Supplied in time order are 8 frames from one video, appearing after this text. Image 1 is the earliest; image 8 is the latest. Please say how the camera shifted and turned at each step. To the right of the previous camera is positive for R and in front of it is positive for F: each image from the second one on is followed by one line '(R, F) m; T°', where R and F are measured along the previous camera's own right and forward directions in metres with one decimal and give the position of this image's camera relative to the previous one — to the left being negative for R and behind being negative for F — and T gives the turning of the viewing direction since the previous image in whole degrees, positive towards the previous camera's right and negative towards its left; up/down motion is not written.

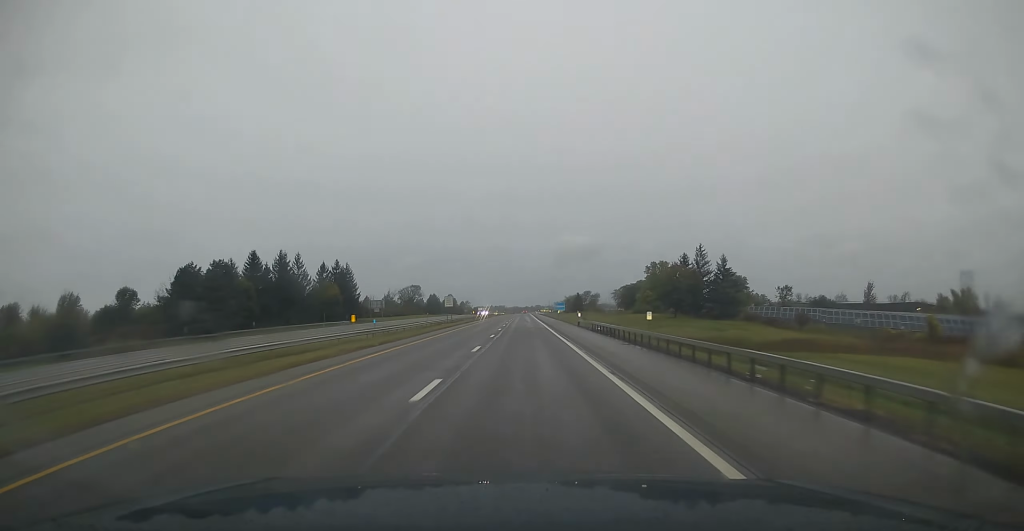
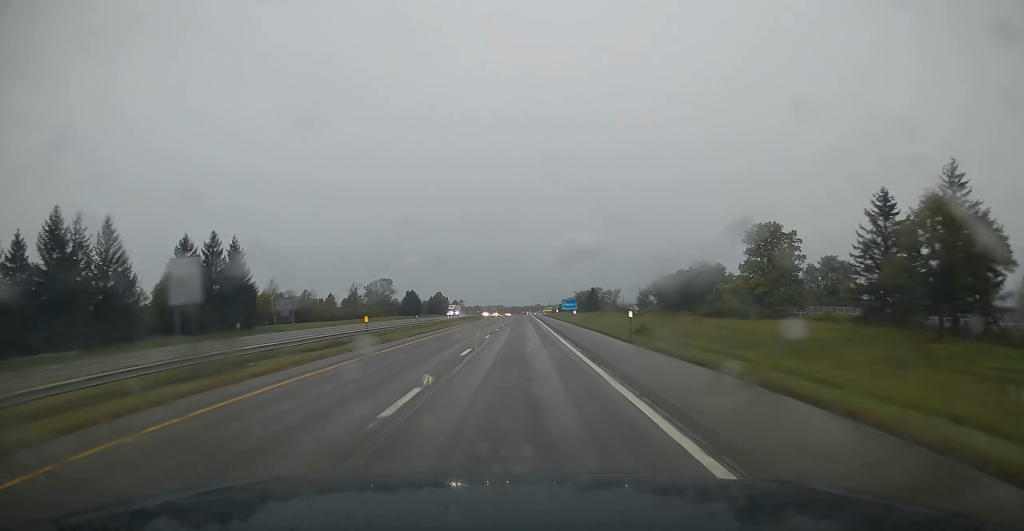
(0.0, +75.4) m; 0°
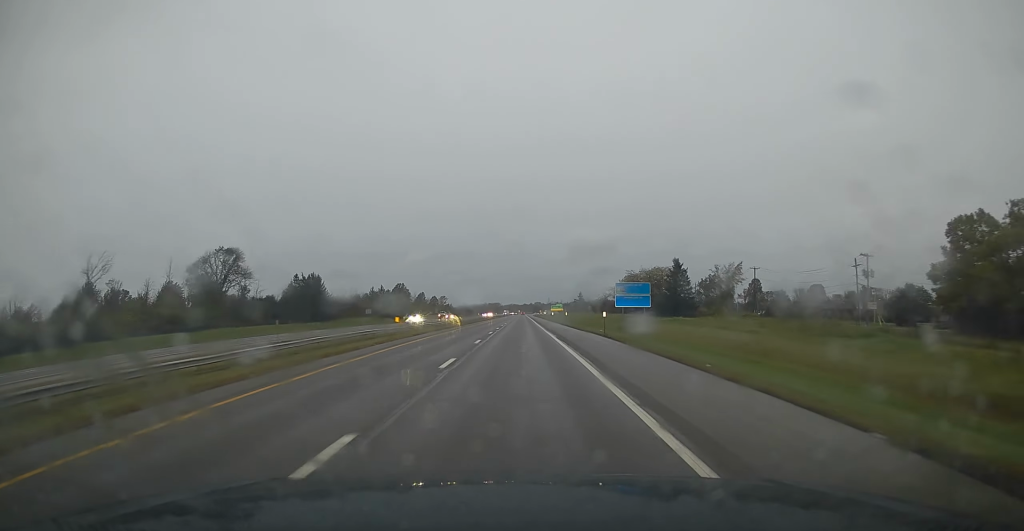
(-0.3, +150.4) m; 0°
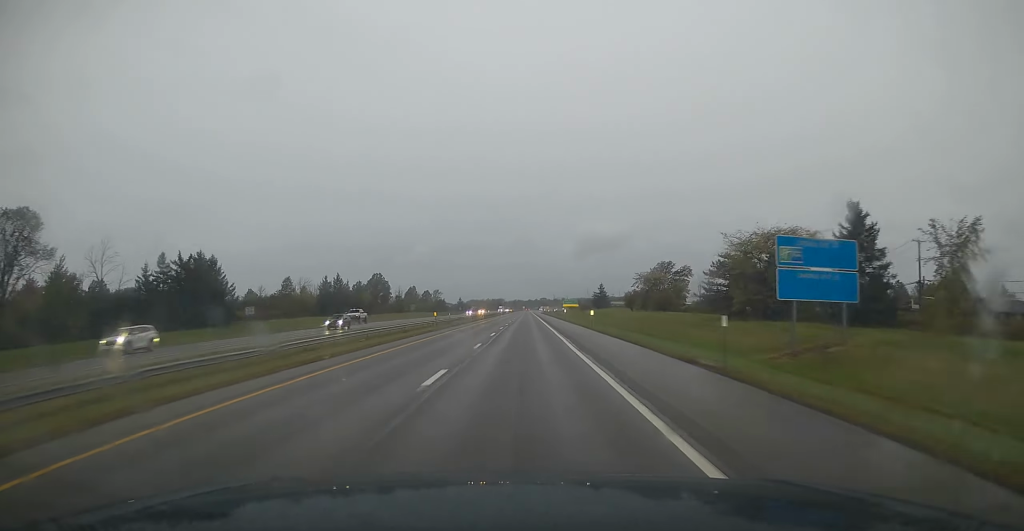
(+0.2, +64.3) m; 0°
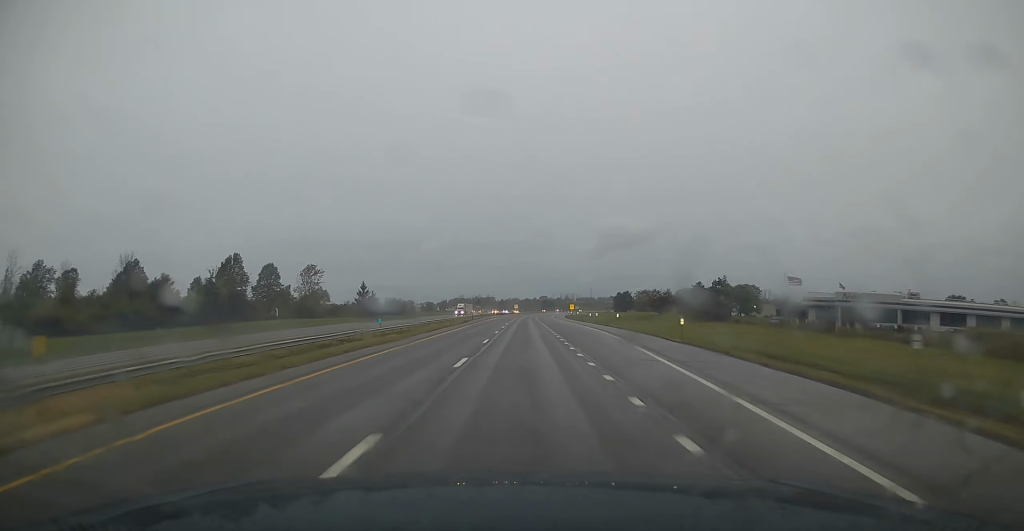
(-0.1, +282.6) m; +1°
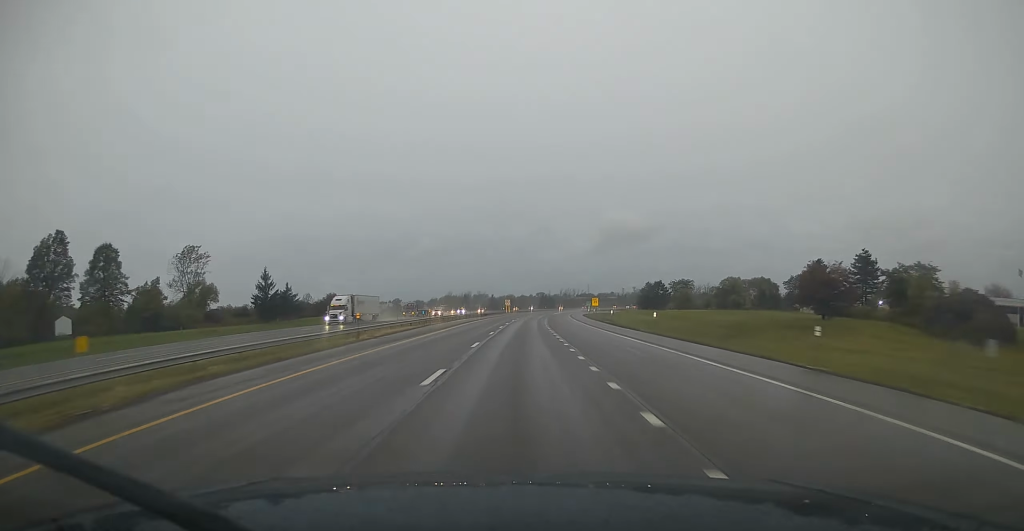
(-0.3, +74.9) m; +1°
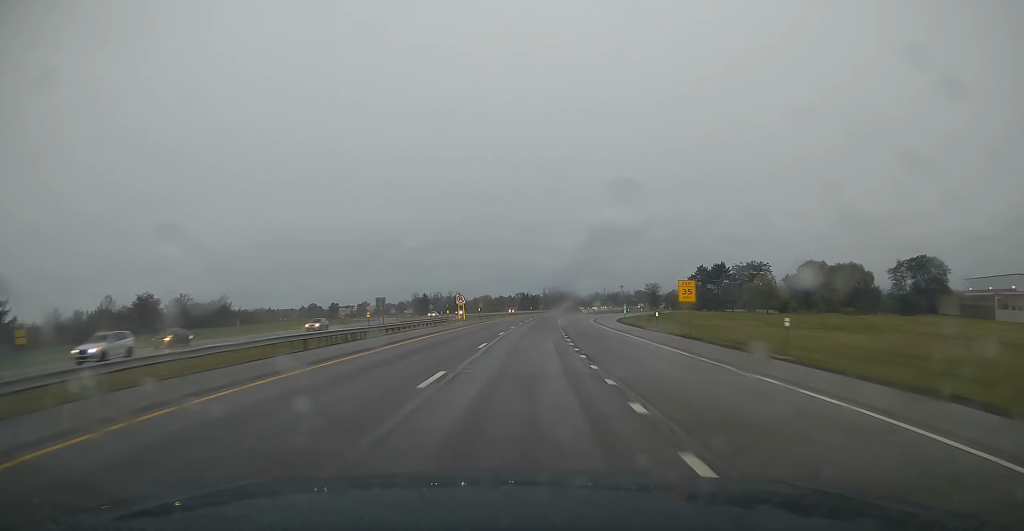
(+1.3, +80.6) m; +2°
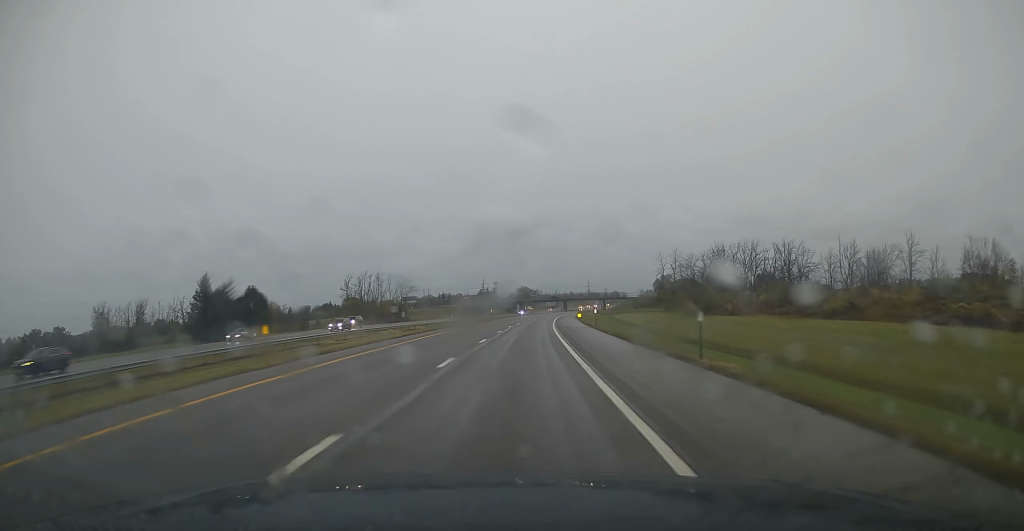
(+20.6, +265.4) m; +9°
